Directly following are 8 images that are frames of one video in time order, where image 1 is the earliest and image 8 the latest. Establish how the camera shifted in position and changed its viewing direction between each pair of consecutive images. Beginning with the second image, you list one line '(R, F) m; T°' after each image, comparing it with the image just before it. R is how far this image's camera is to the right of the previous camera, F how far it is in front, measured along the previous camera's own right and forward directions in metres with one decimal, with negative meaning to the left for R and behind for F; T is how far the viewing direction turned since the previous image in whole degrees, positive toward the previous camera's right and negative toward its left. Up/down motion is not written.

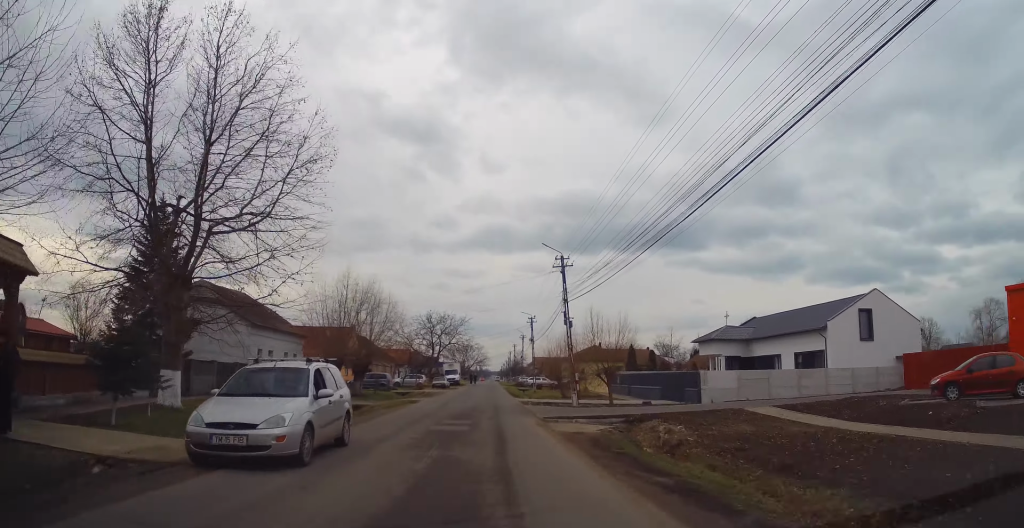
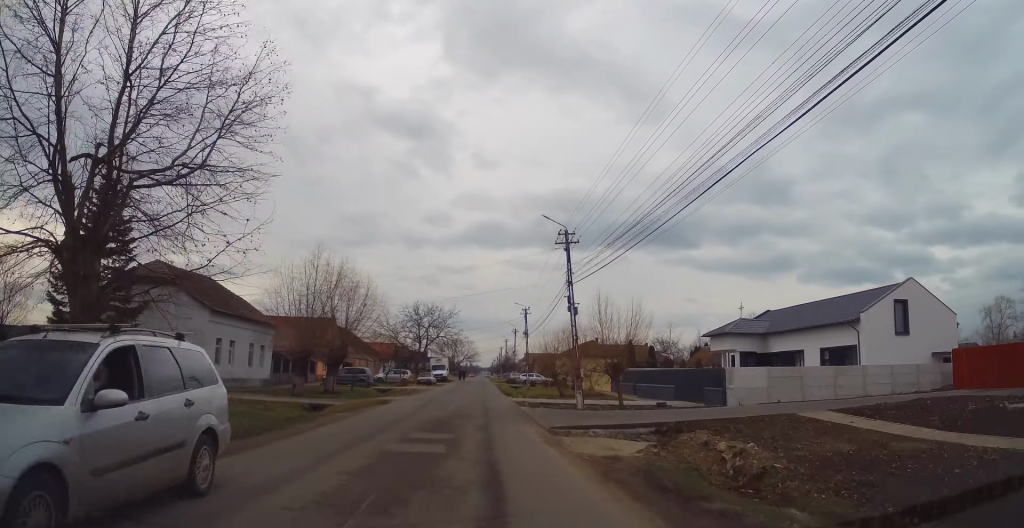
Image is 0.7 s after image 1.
(0.0, +4.8) m; -2°
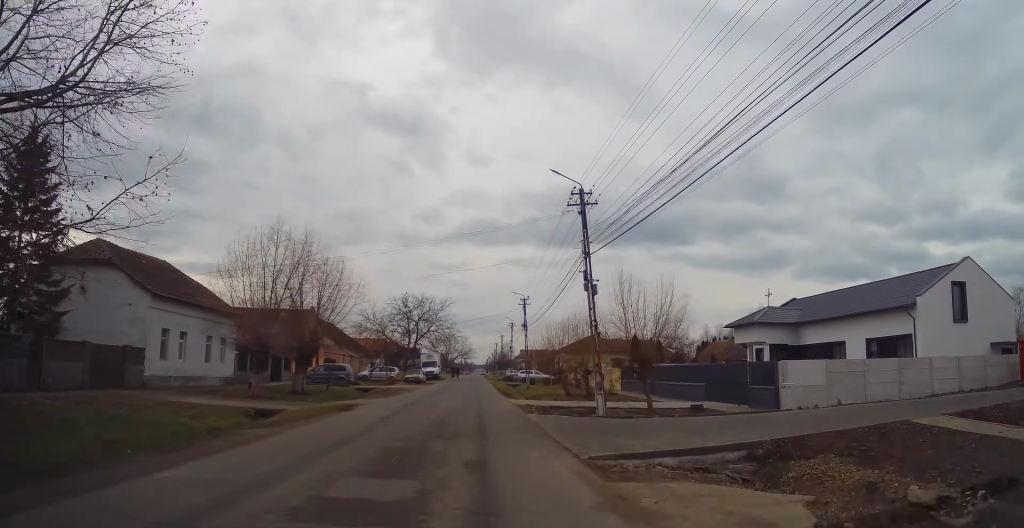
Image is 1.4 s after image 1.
(0.0, +5.4) m; -2°
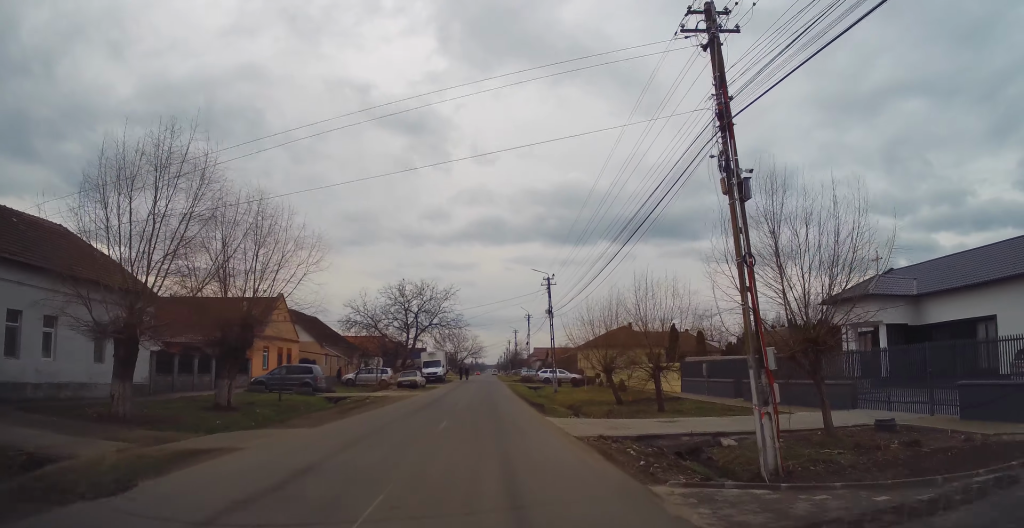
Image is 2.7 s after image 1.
(-0.1, +11.6) m; +1°
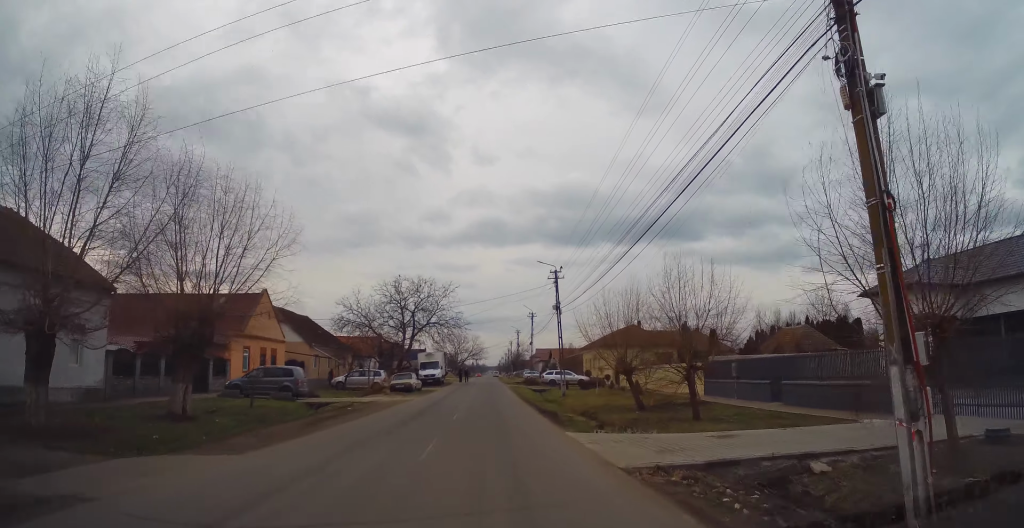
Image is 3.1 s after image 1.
(+0.2, +3.7) m; 0°
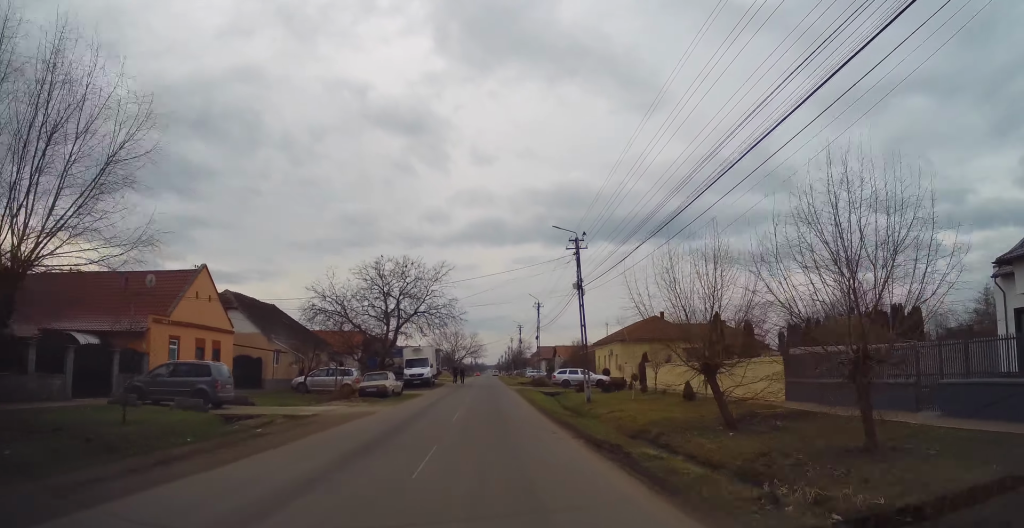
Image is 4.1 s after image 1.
(-0.4, +9.5) m; 0°
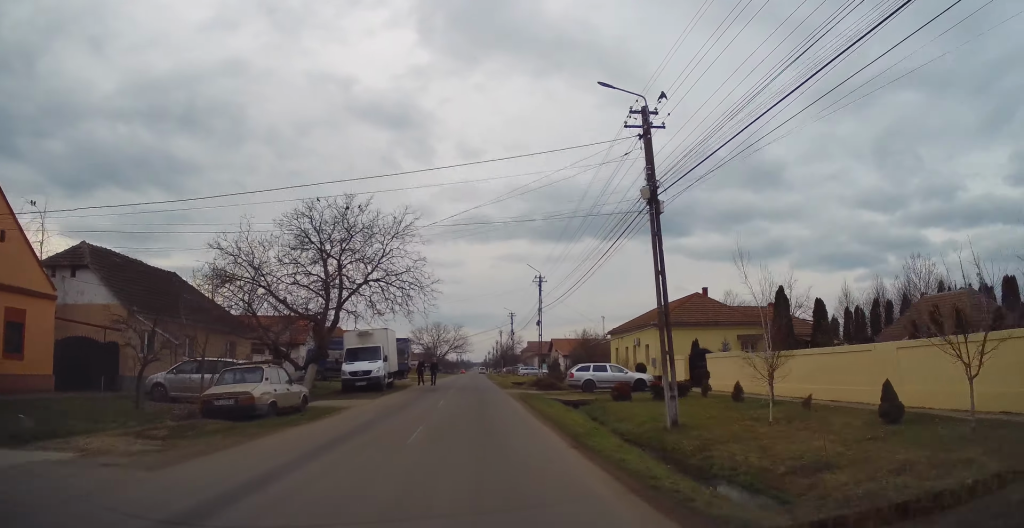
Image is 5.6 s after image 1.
(+0.7, +16.1) m; +3°
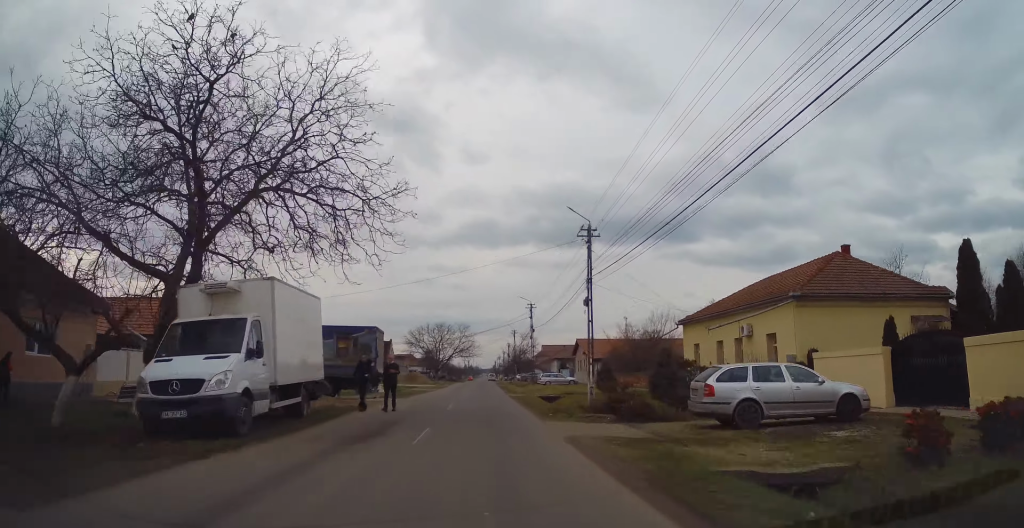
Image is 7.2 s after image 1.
(-0.1, +17.7) m; -3°
